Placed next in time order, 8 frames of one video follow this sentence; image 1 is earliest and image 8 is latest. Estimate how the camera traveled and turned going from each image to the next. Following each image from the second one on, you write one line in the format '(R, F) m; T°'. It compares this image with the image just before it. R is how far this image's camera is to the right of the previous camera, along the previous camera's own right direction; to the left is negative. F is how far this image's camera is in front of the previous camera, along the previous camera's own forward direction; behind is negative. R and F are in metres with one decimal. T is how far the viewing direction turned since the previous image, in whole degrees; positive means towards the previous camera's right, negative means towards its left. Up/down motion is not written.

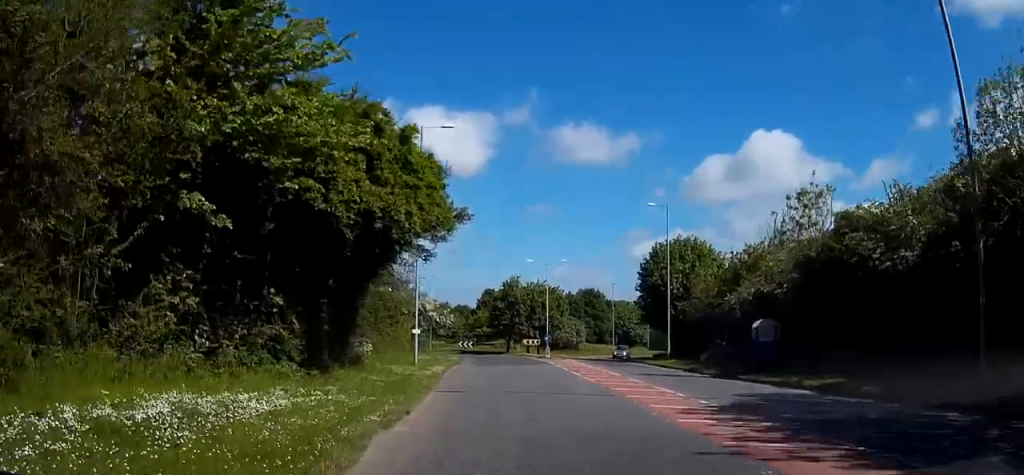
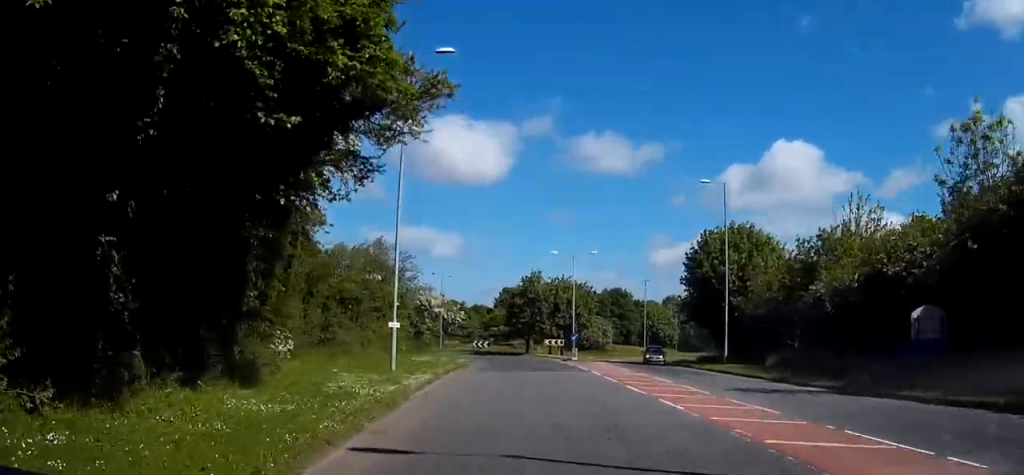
(-0.1, +12.6) m; -1°
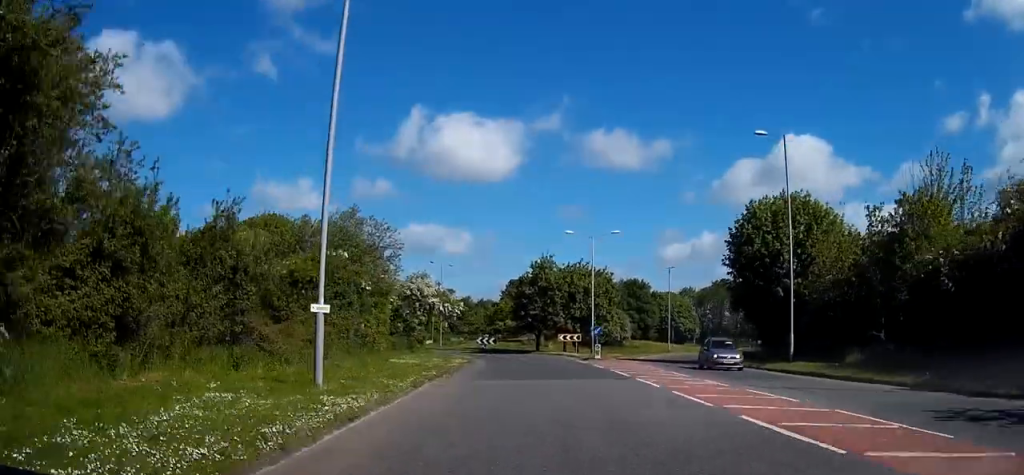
(-0.1, +10.7) m; -1°
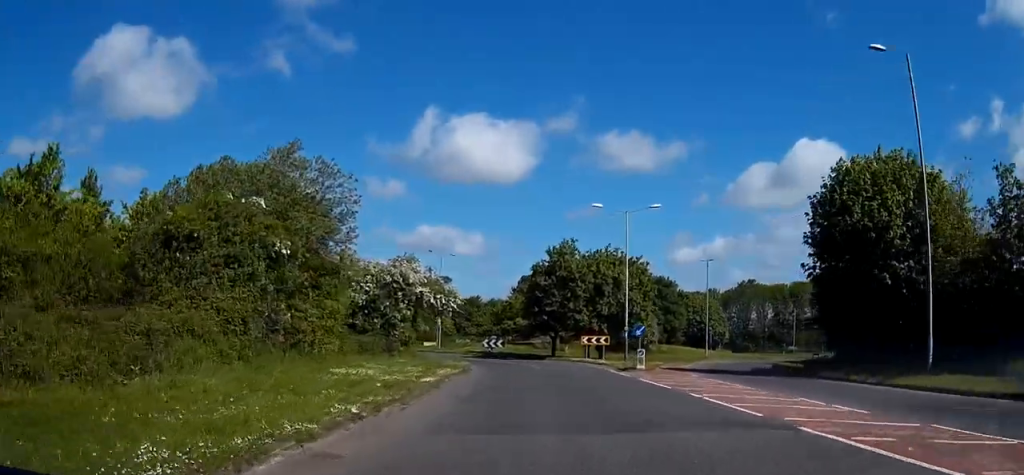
(-0.1, +10.9) m; -2°
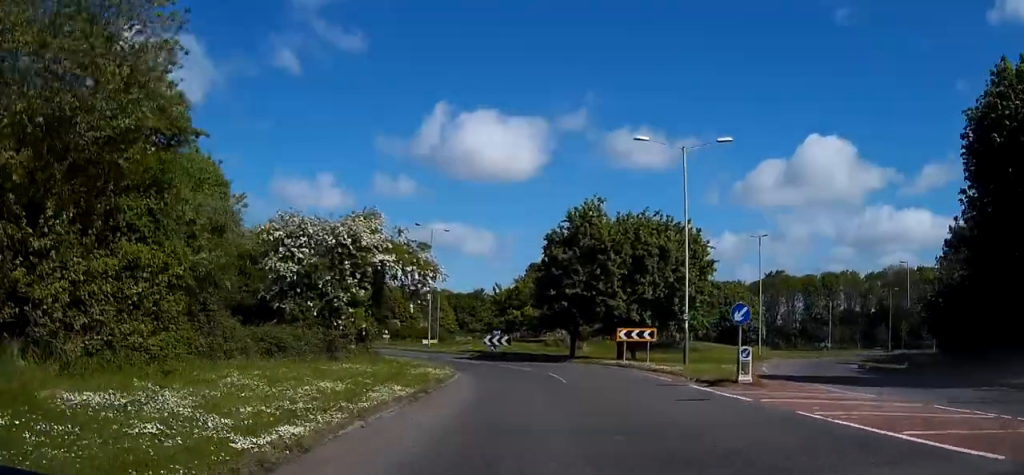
(-0.3, +14.1) m; -1°
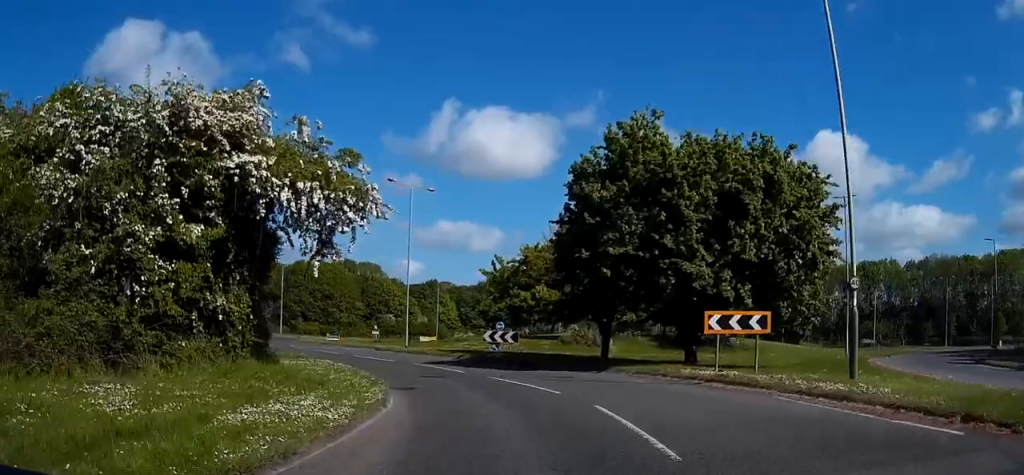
(-0.1, +17.8) m; -1°
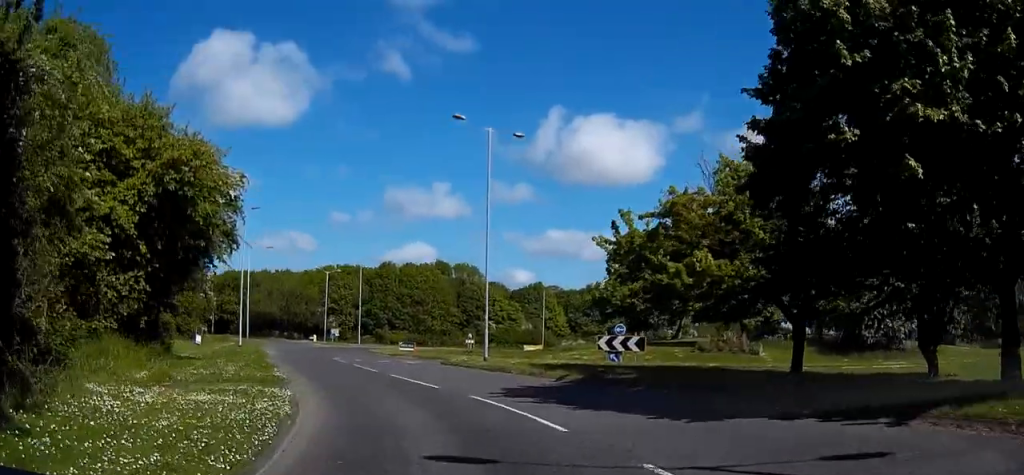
(-0.4, +16.1) m; -8°
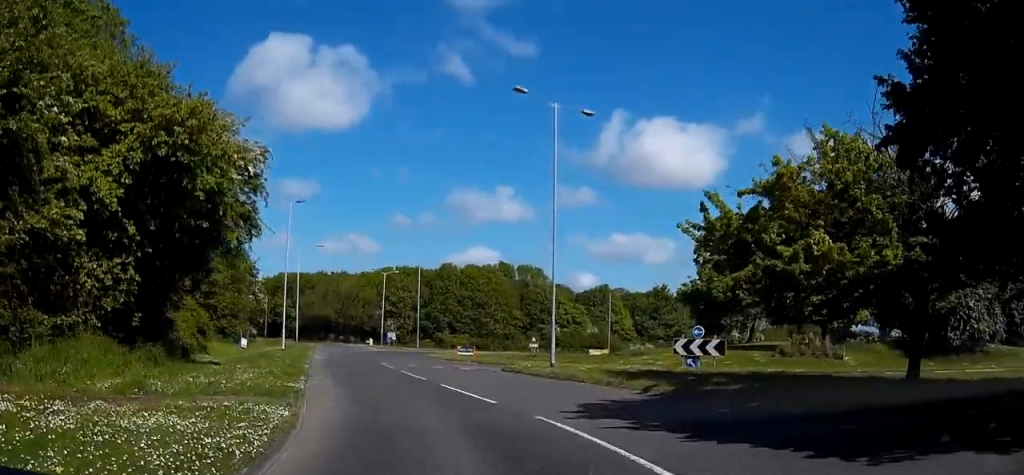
(-0.4, +4.2) m; -6°
